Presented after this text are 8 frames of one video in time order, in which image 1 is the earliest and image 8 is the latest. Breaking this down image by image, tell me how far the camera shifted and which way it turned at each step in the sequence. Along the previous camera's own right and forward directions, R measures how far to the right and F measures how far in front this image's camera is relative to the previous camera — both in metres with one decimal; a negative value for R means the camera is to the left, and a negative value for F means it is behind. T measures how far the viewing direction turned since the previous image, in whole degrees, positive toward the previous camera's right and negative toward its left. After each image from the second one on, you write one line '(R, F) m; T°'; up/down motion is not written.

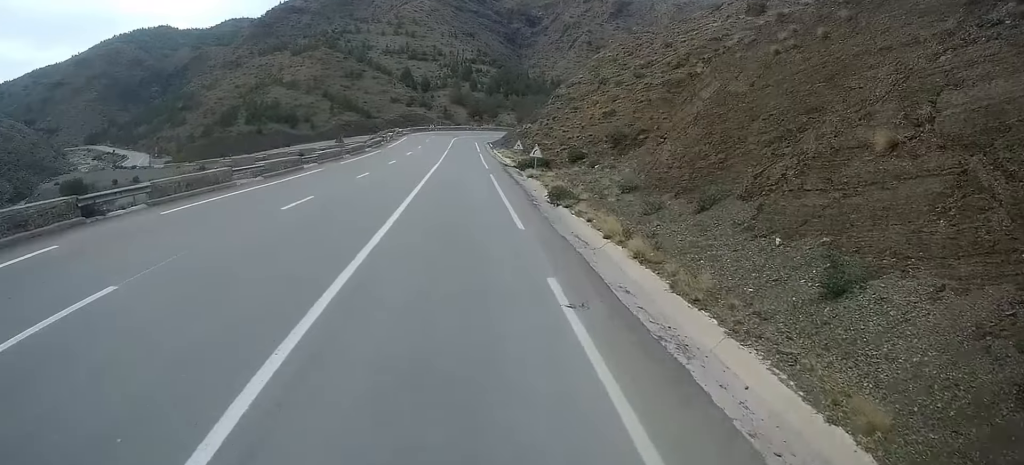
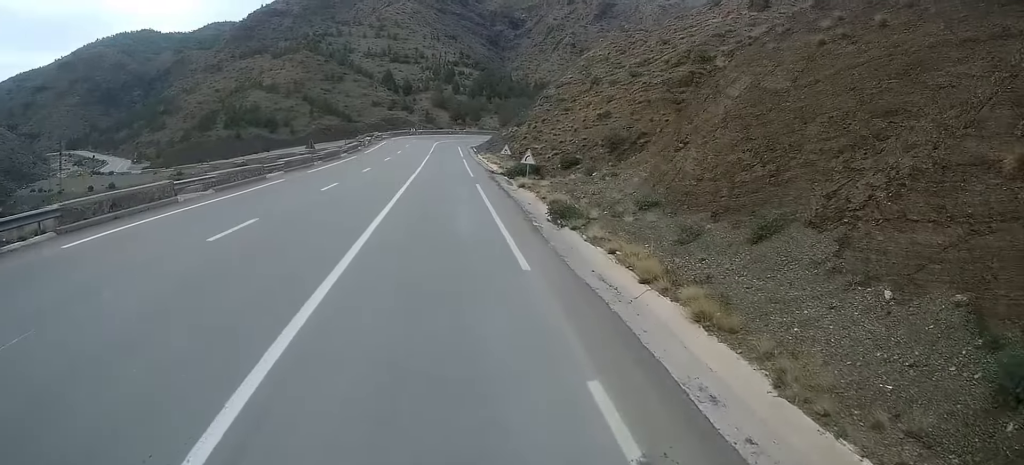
(-0.1, +4.6) m; 0°
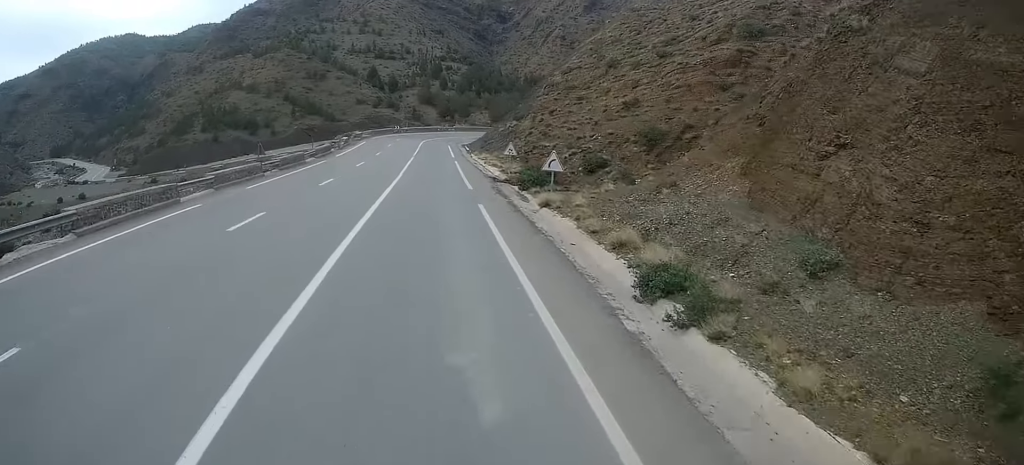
(+0.2, +10.8) m; +4°
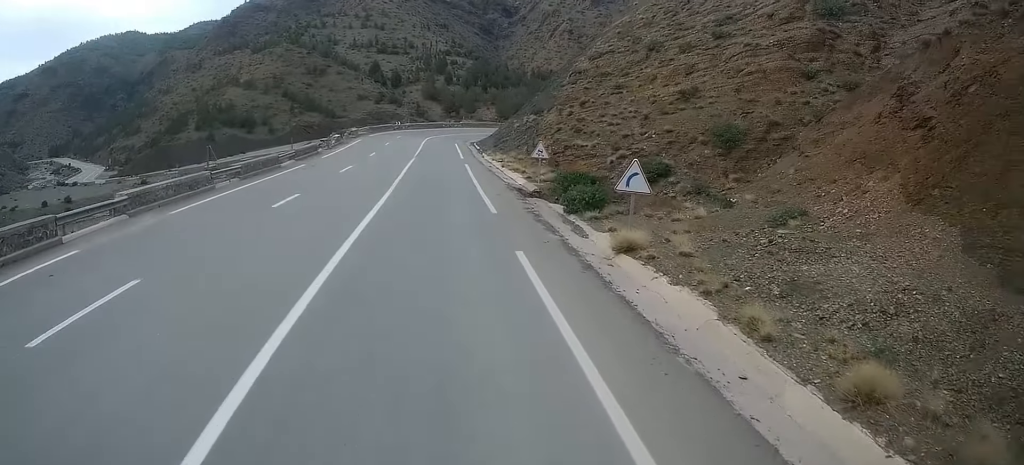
(+0.3, +8.8) m; +2°
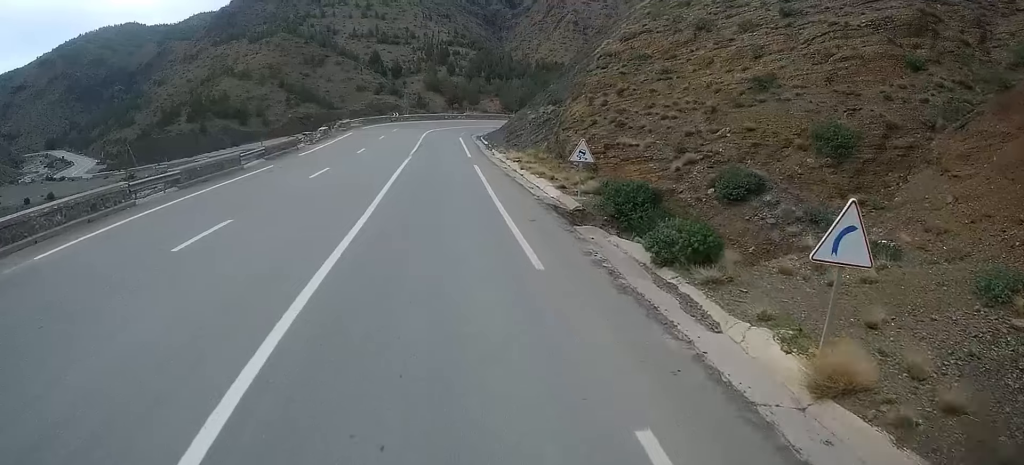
(+0.3, +7.8) m; -1°
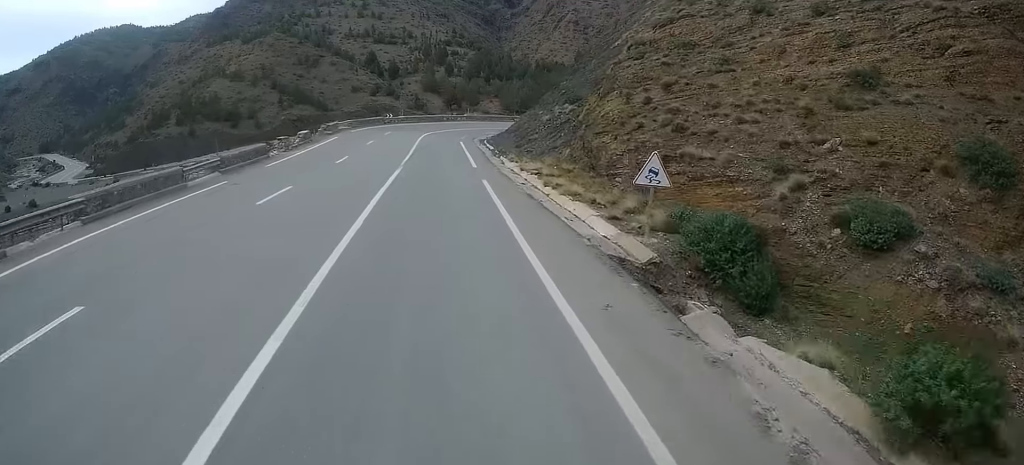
(-0.4, +7.0) m; -2°
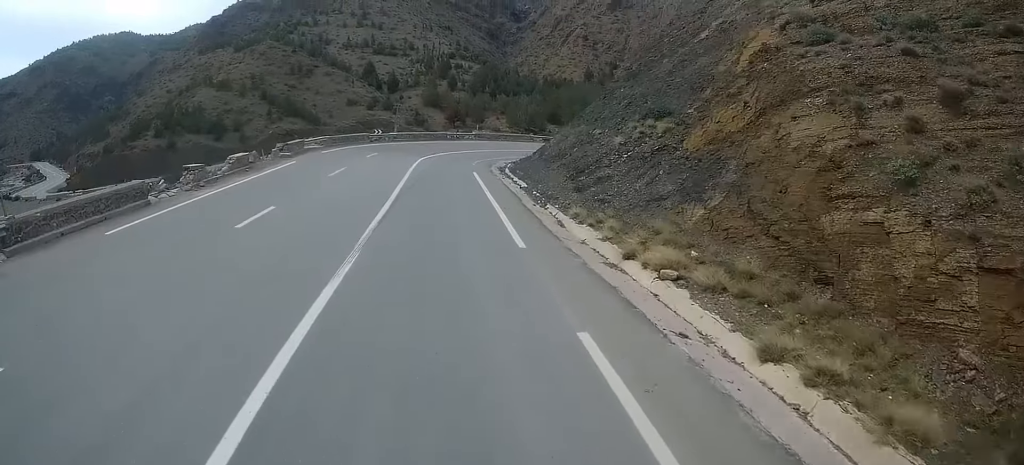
(-0.1, +15.7) m; +1°
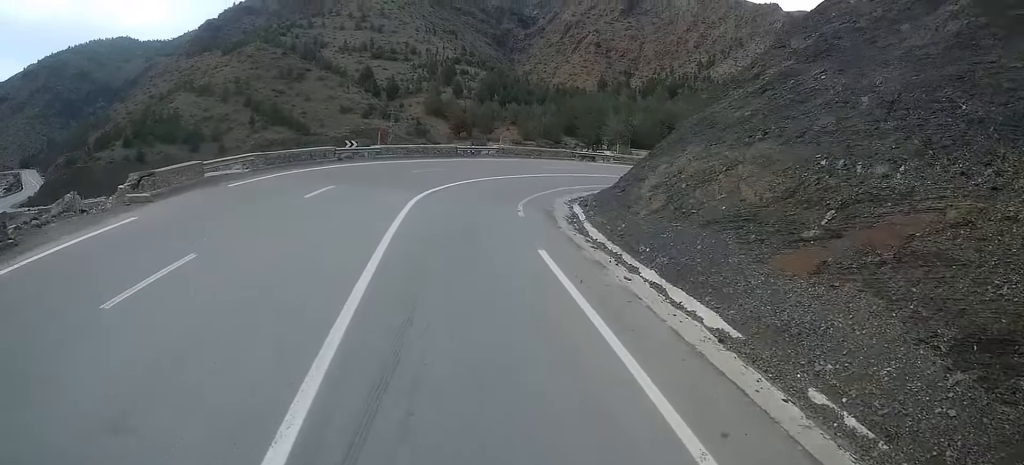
(+0.6, +19.6) m; +3°
